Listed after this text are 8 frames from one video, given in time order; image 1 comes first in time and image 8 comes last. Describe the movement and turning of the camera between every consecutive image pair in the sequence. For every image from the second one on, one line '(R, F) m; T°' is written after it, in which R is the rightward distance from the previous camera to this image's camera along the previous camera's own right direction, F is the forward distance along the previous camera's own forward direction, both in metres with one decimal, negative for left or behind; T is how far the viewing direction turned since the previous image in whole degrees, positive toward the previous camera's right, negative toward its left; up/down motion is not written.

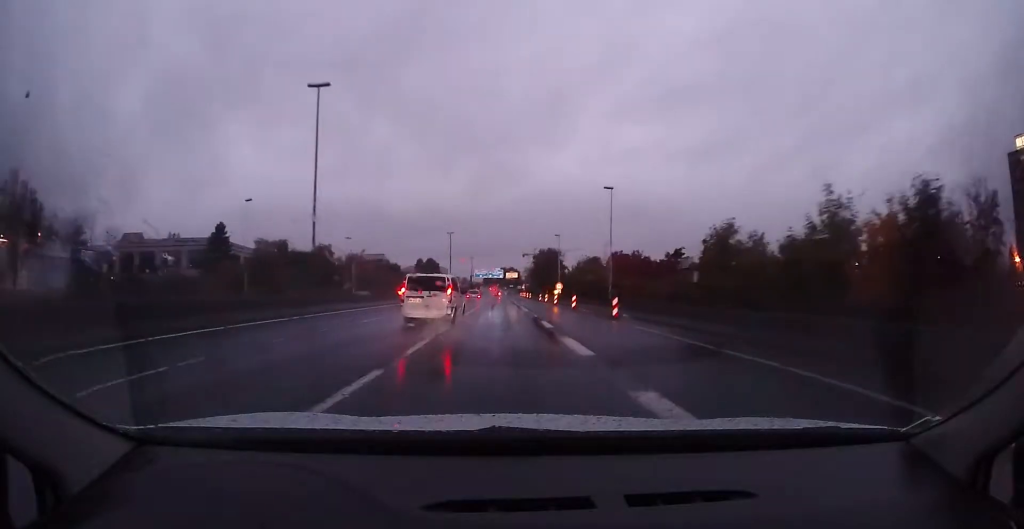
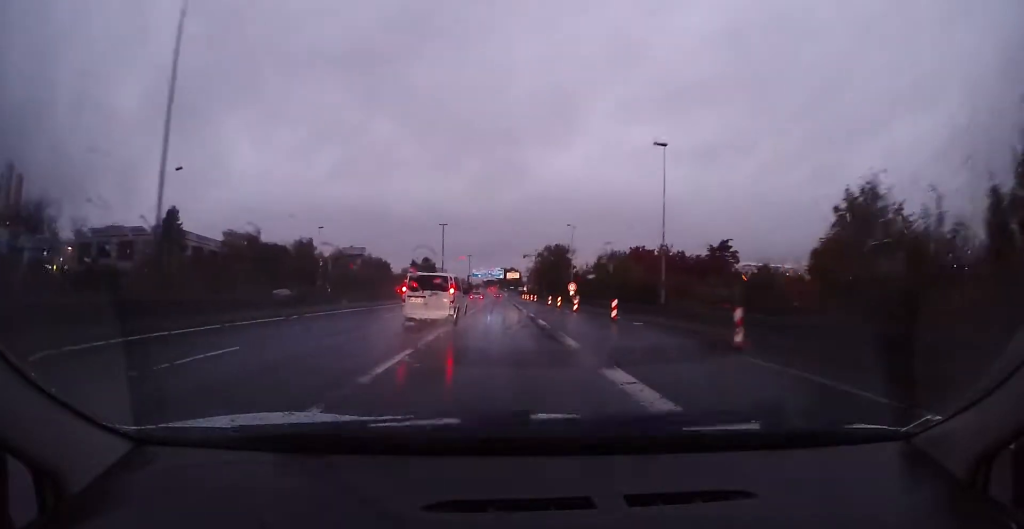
(+0.1, +11.6) m; 0°
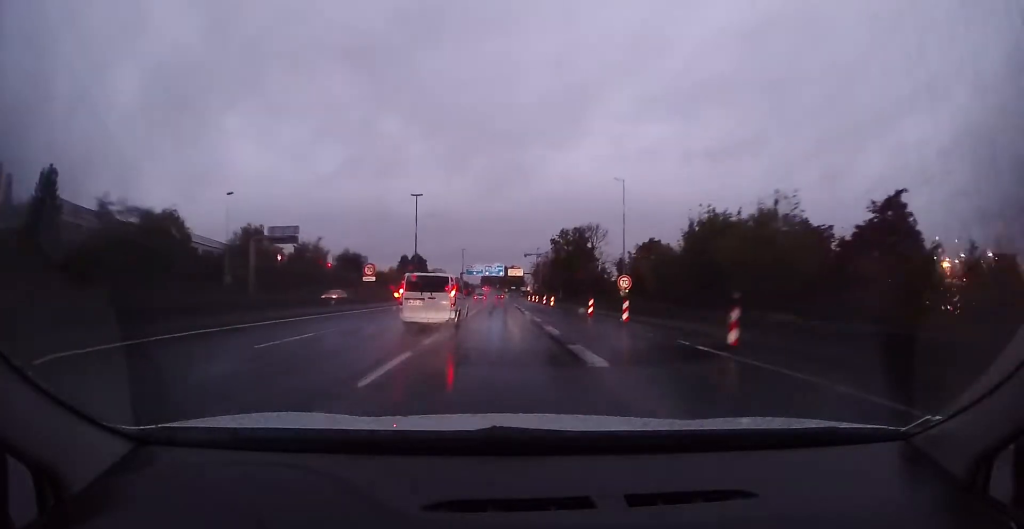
(-0.1, +22.3) m; 0°
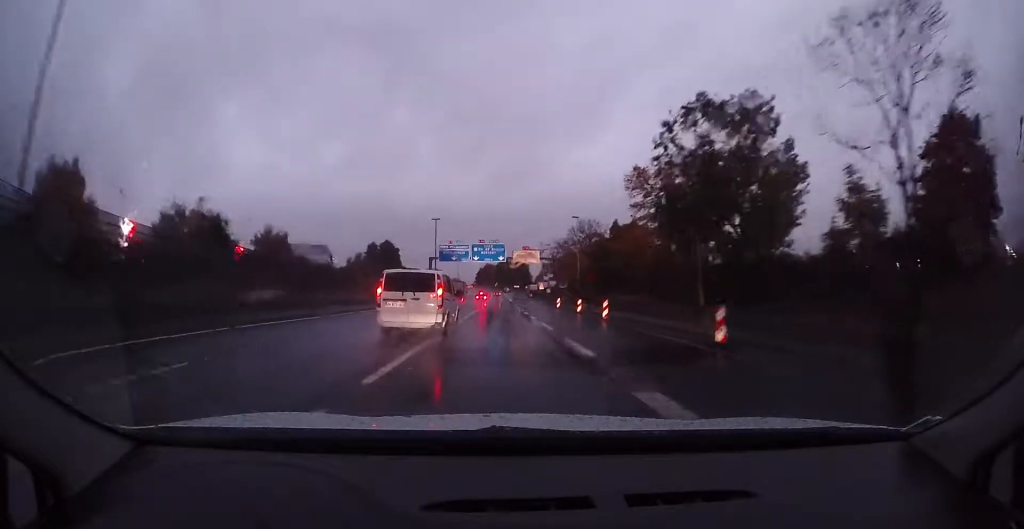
(-0.3, +43.9) m; 0°
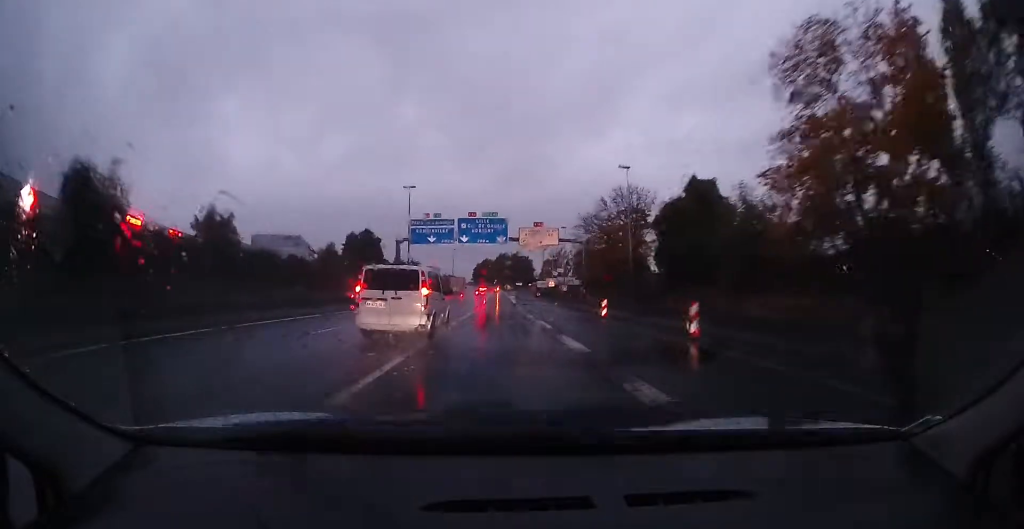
(+0.2, +18.6) m; +1°
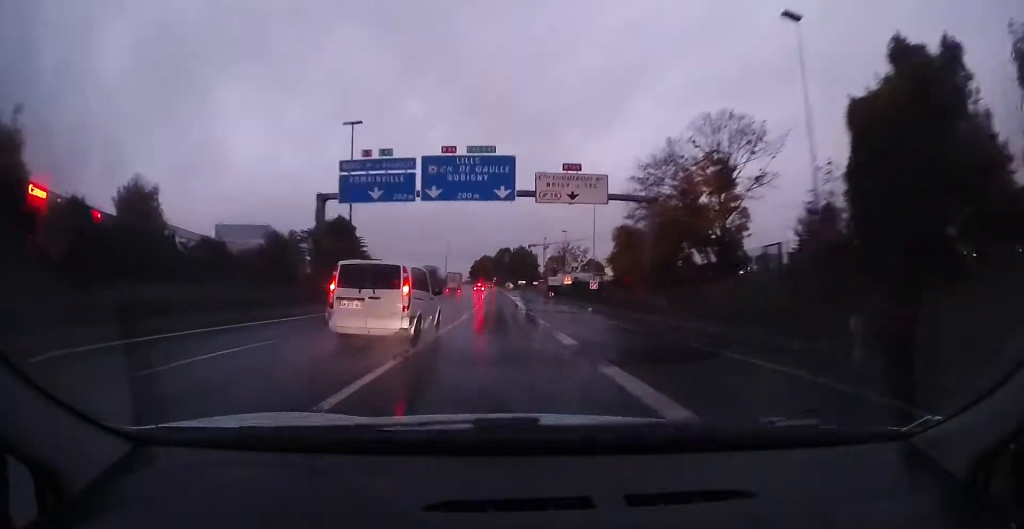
(+0.1, +17.9) m; 0°
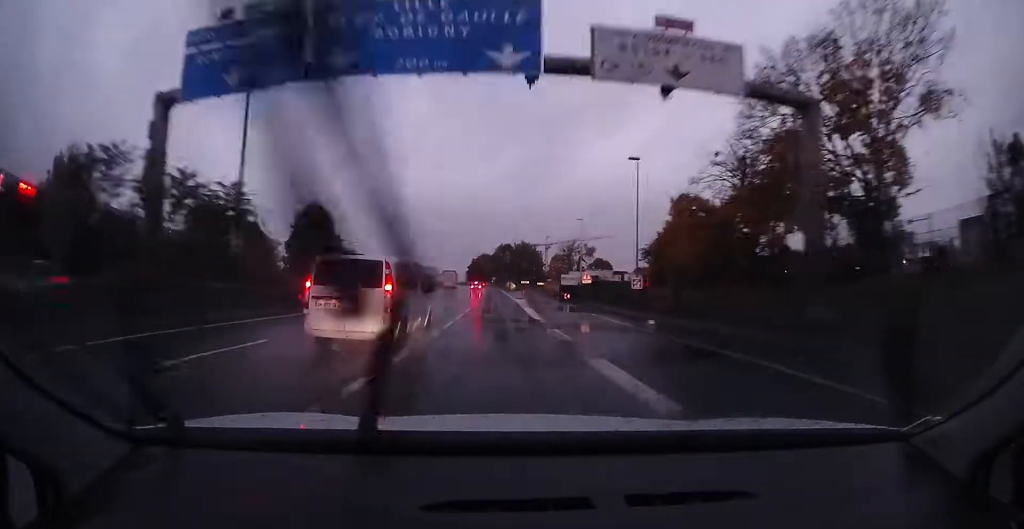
(-0.1, +12.7) m; 0°
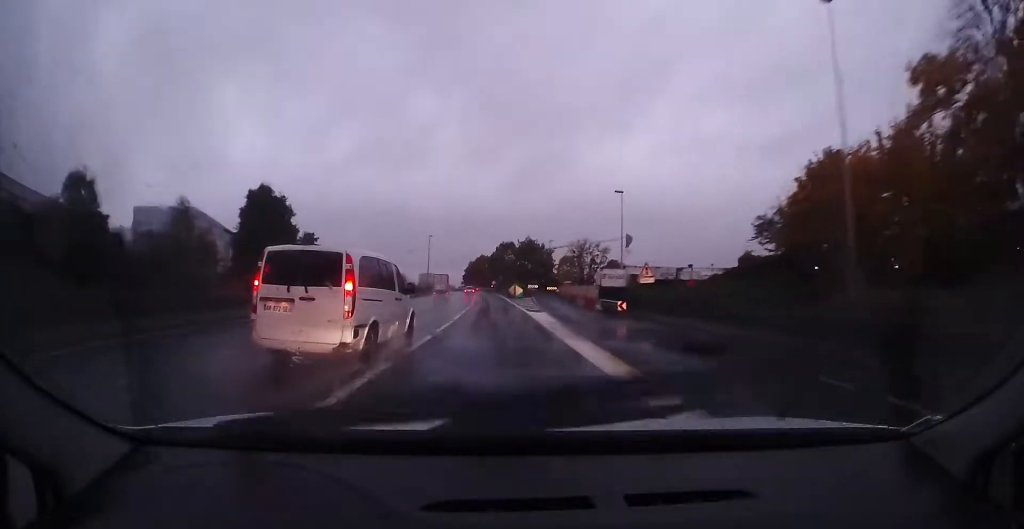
(-0.1, +18.2) m; 0°
